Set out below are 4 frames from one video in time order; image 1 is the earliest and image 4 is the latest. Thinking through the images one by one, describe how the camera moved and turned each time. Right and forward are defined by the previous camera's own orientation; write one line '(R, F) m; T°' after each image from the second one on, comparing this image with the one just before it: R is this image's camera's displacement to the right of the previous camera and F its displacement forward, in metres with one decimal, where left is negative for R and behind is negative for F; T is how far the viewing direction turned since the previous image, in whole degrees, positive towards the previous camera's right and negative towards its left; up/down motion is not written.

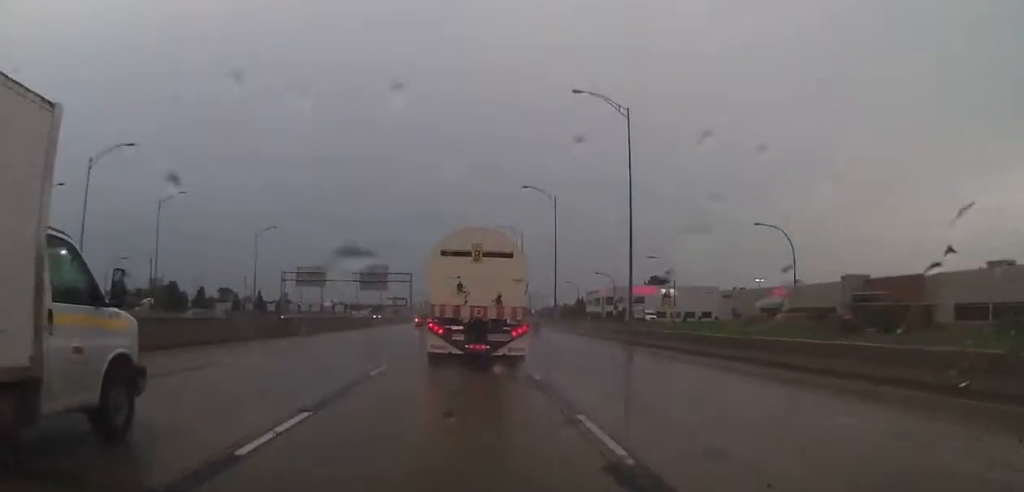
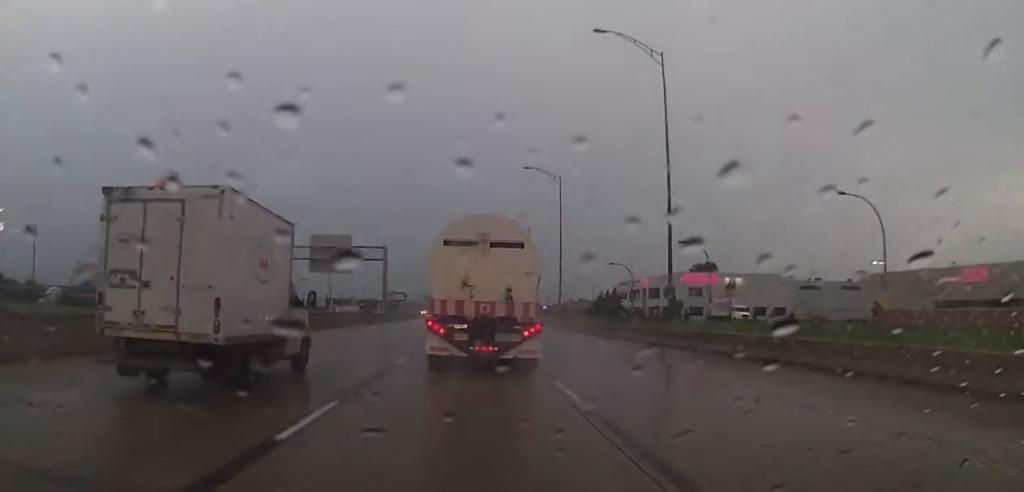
(0.0, +44.2) m; -1°
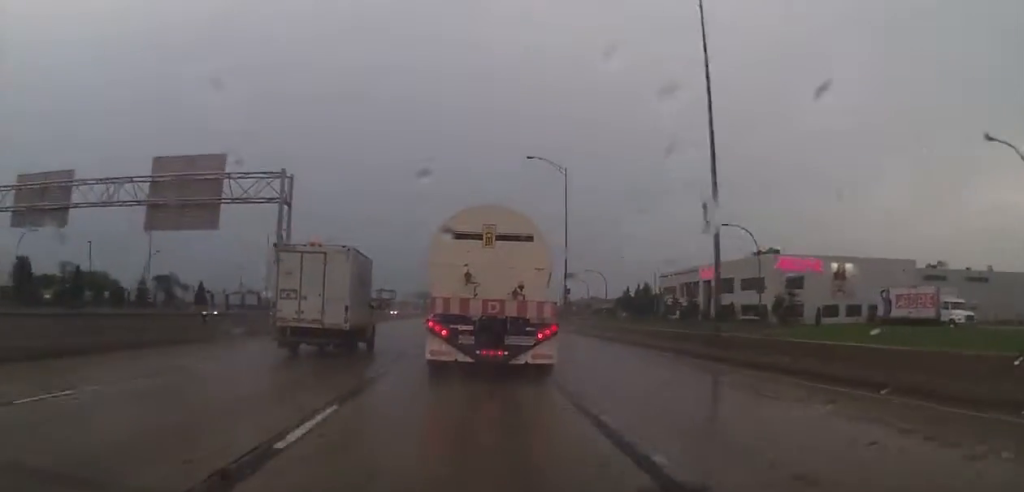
(+0.2, +45.5) m; 0°
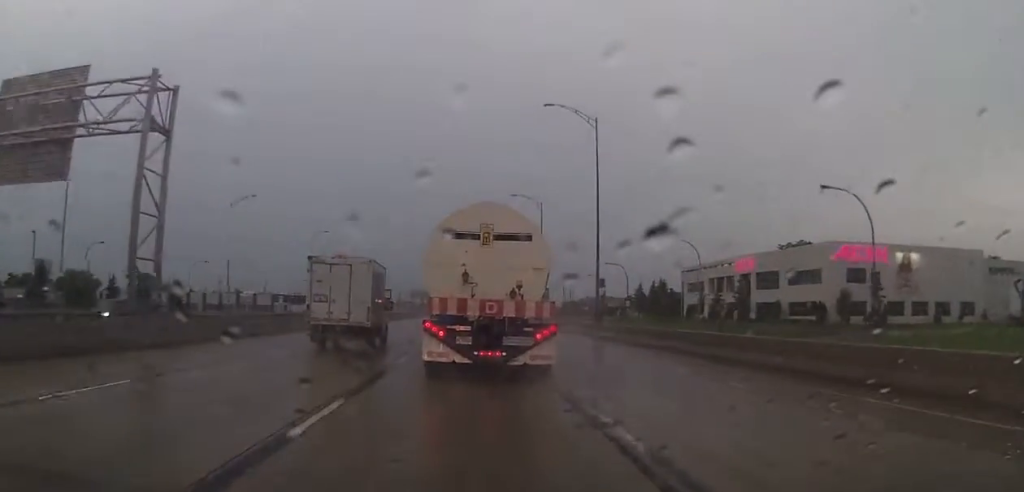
(-0.4, +17.3) m; -1°
